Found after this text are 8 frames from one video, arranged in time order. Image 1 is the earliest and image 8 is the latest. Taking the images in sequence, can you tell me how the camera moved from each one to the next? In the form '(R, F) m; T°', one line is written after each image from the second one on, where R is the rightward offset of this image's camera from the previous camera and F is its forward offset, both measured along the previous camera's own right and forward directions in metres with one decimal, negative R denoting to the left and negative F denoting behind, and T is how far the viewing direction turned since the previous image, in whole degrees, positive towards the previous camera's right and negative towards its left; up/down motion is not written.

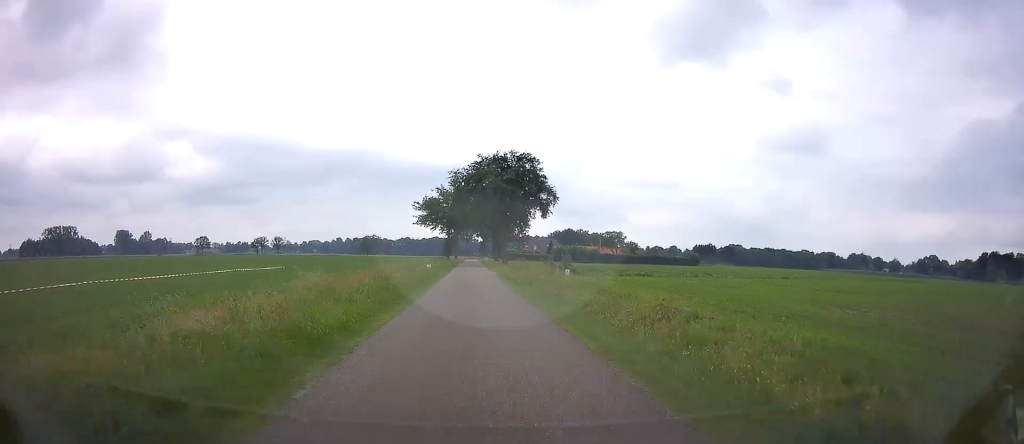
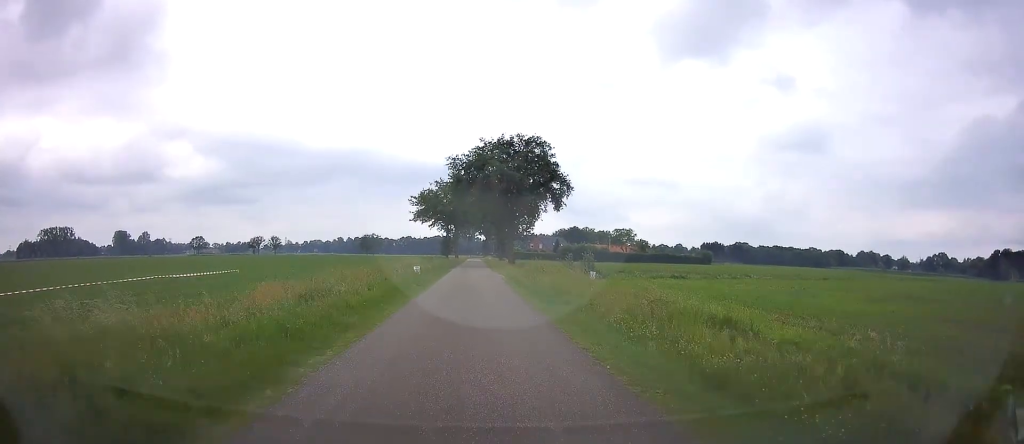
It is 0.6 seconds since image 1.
(-0.2, +11.2) m; -1°
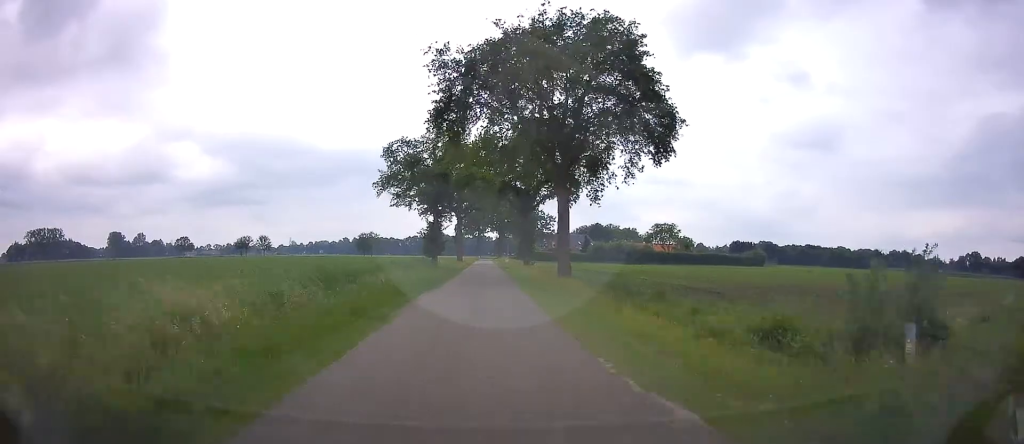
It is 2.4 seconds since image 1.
(-0.2, +35.7) m; 0°
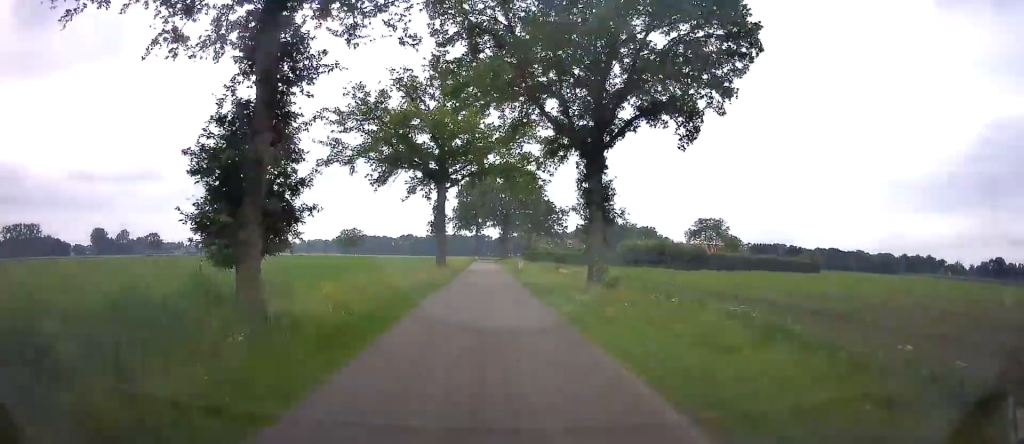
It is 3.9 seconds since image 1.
(-0.2, +35.6) m; 0°
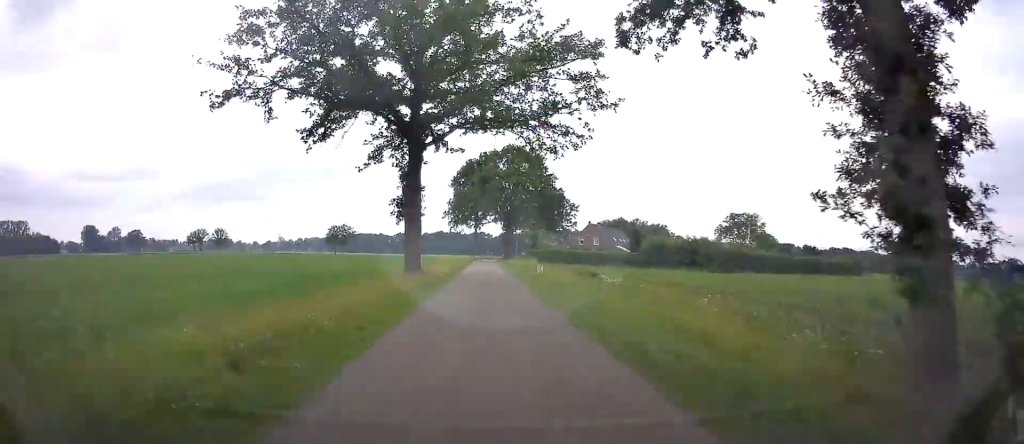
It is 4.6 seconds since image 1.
(+0.1, +17.1) m; 0°
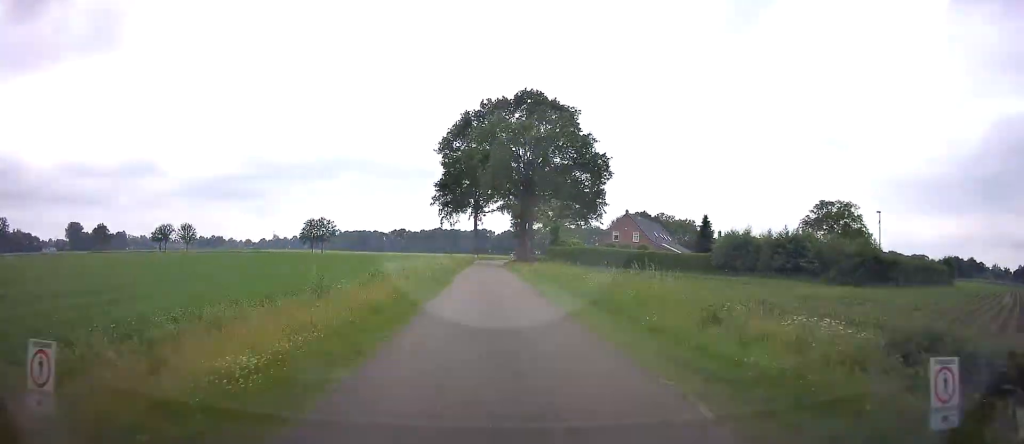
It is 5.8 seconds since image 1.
(0.0, +32.0) m; 0°
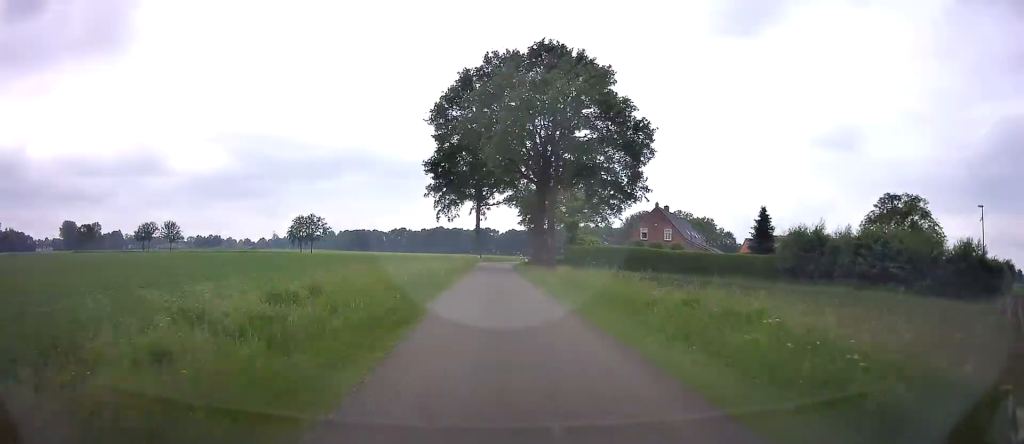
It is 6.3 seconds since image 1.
(0.0, +15.8) m; +1°
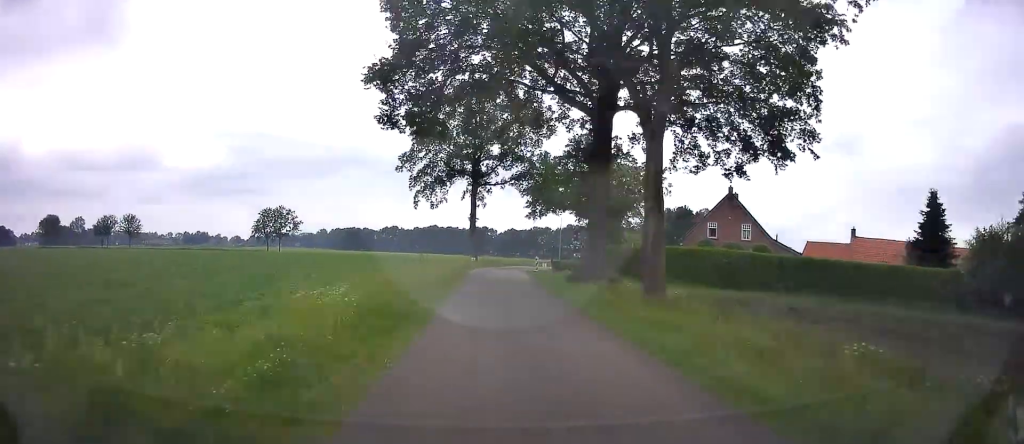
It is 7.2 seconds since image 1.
(+0.2, +26.0) m; +3°
